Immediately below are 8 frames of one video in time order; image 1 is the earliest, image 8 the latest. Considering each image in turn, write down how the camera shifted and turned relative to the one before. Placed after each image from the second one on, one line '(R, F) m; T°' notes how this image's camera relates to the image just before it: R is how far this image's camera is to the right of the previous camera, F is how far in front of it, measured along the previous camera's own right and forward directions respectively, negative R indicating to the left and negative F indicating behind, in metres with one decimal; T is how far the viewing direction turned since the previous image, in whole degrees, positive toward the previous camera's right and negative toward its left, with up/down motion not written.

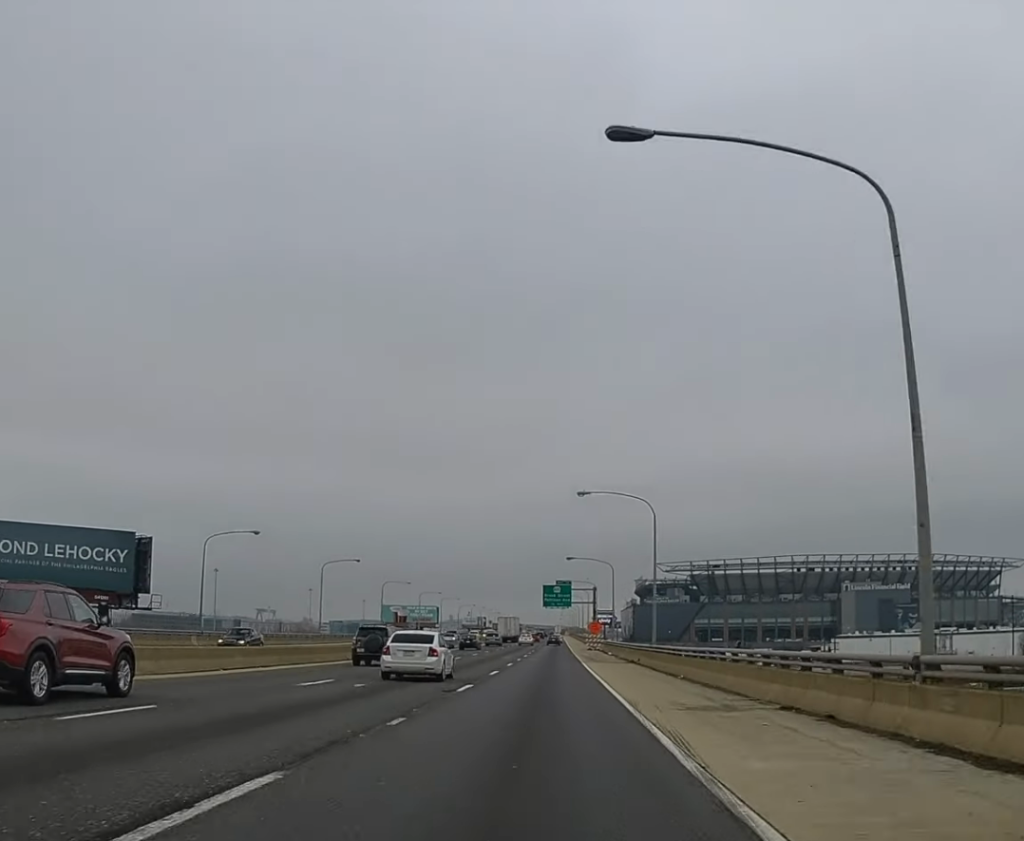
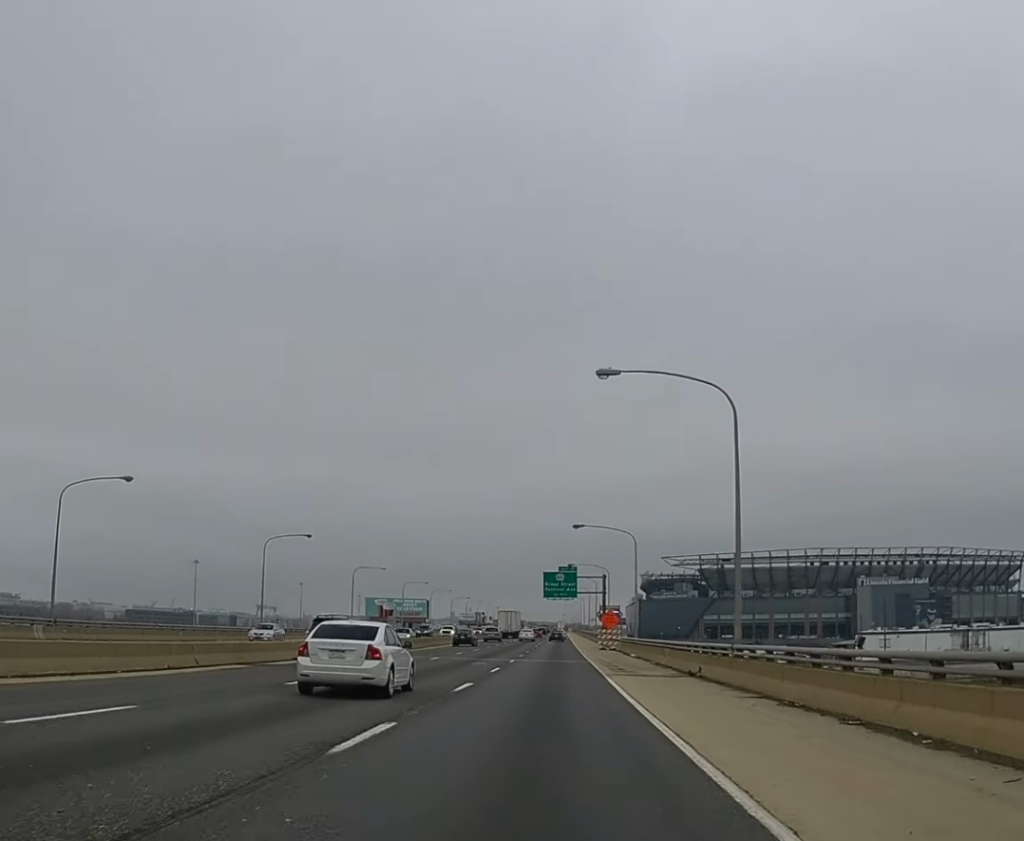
(-0.1, +26.3) m; 0°
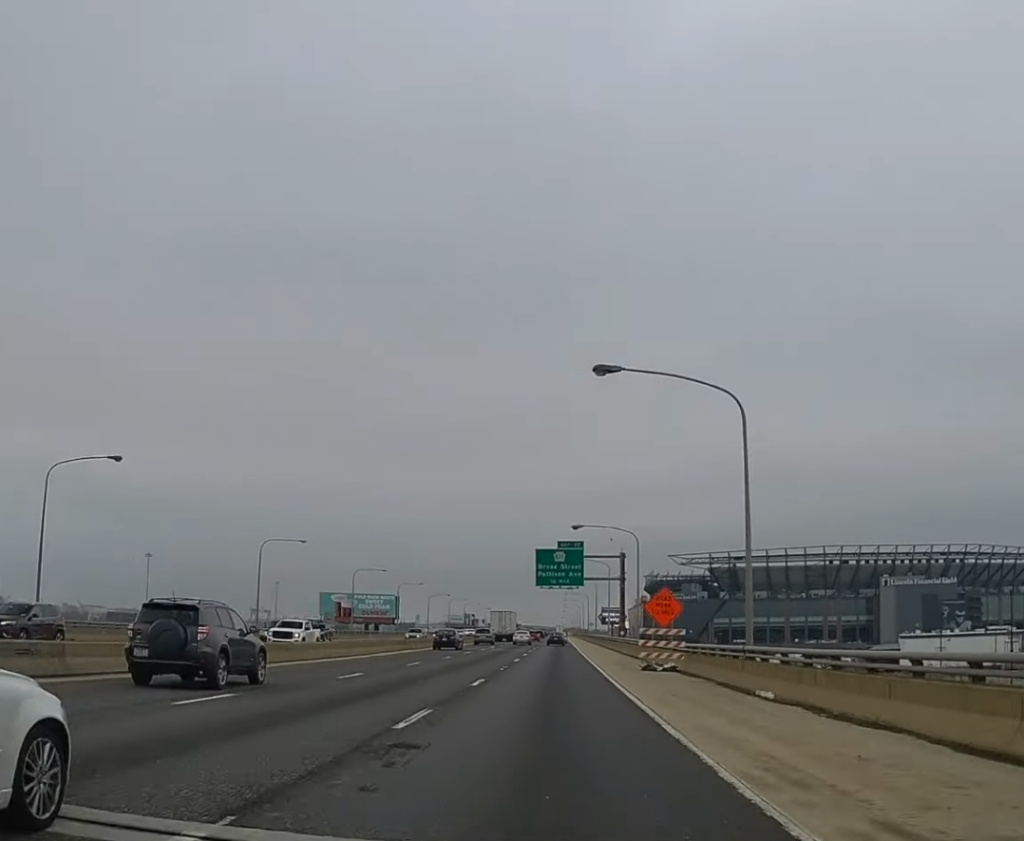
(-0.1, +44.8) m; 0°
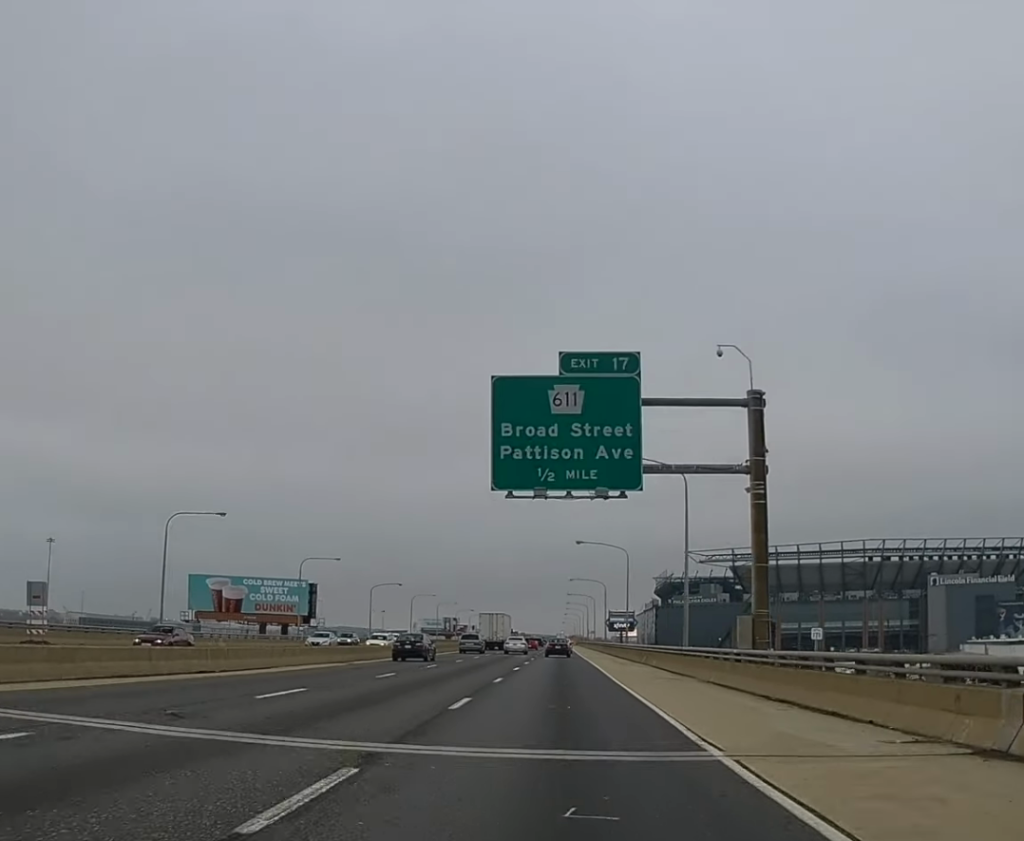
(-0.1, +71.0) m; 0°
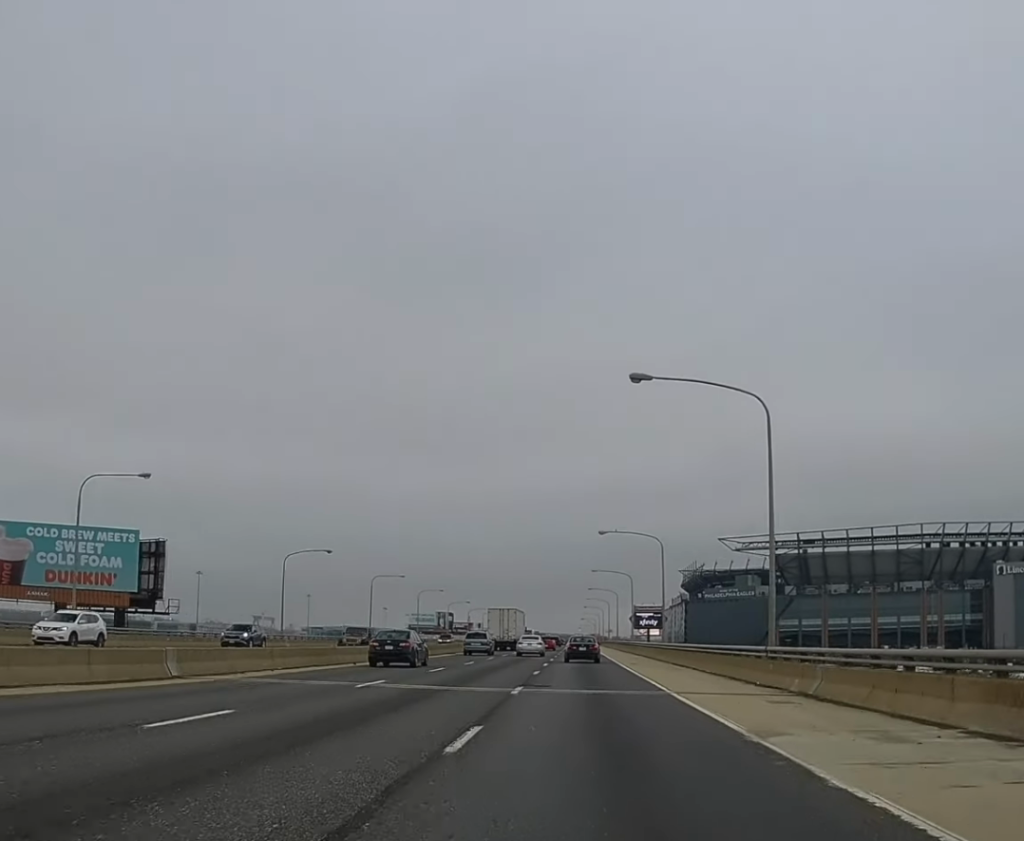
(-0.3, +59.3) m; -1°
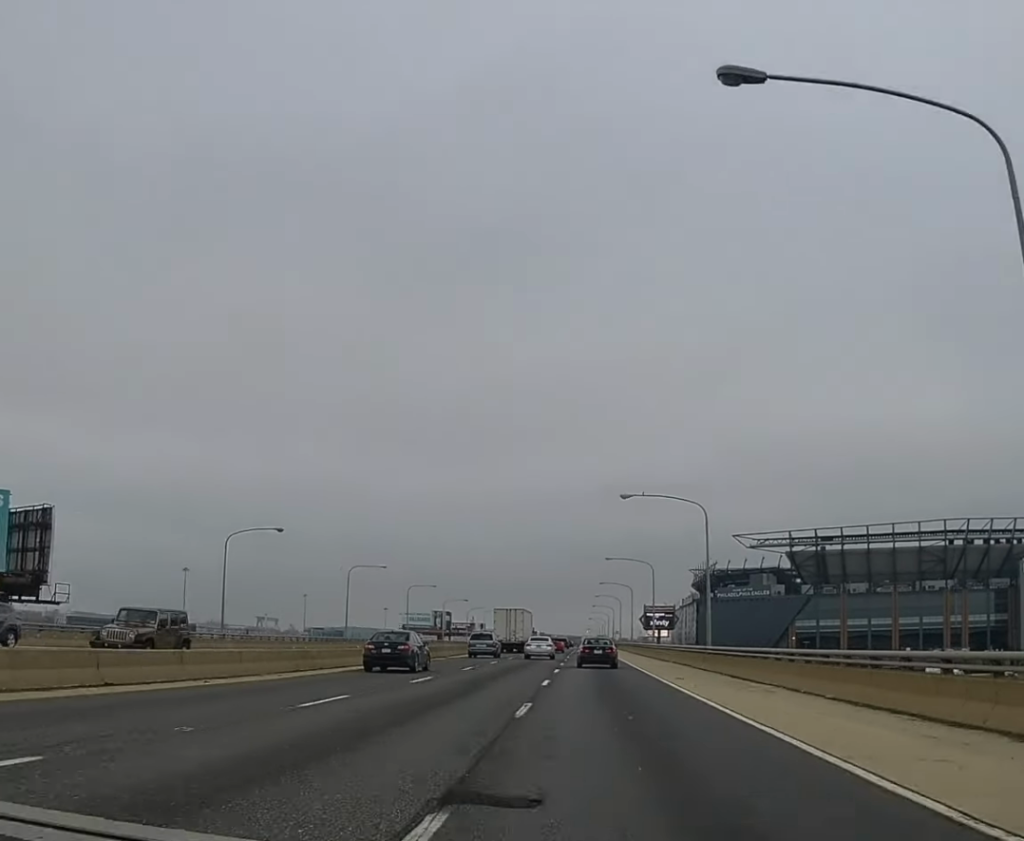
(-0.1, +19.8) m; 0°
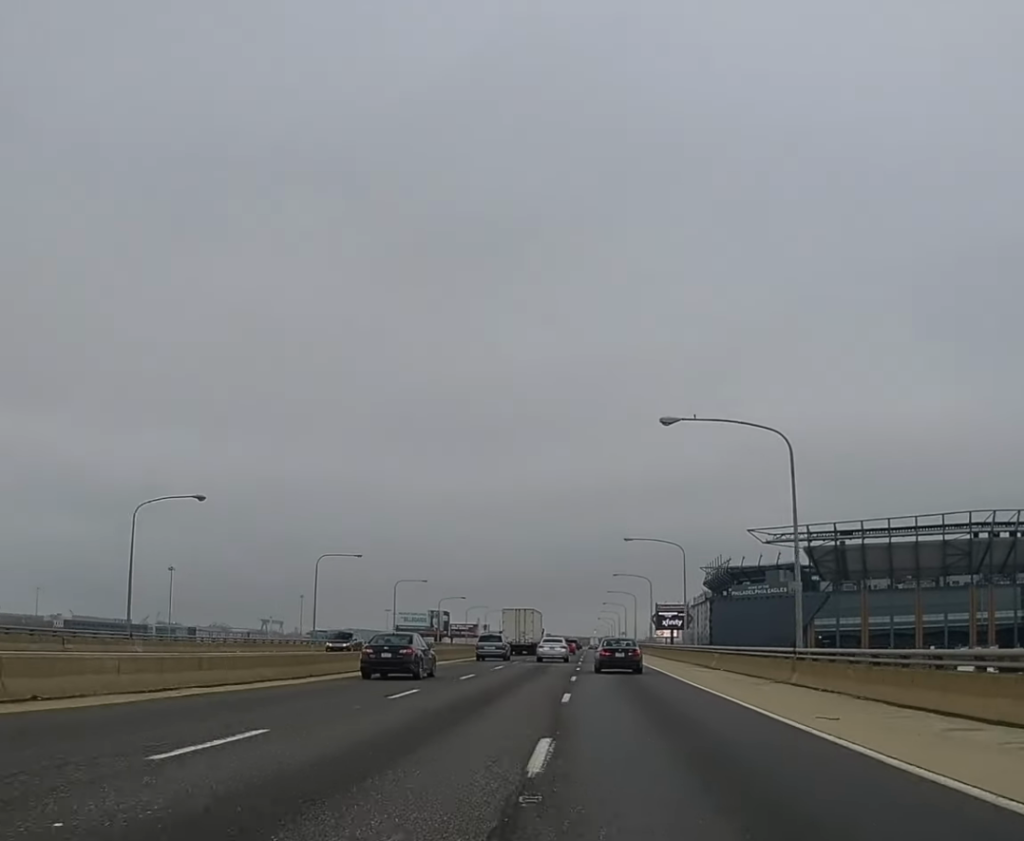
(-0.1, +19.8) m; 0°
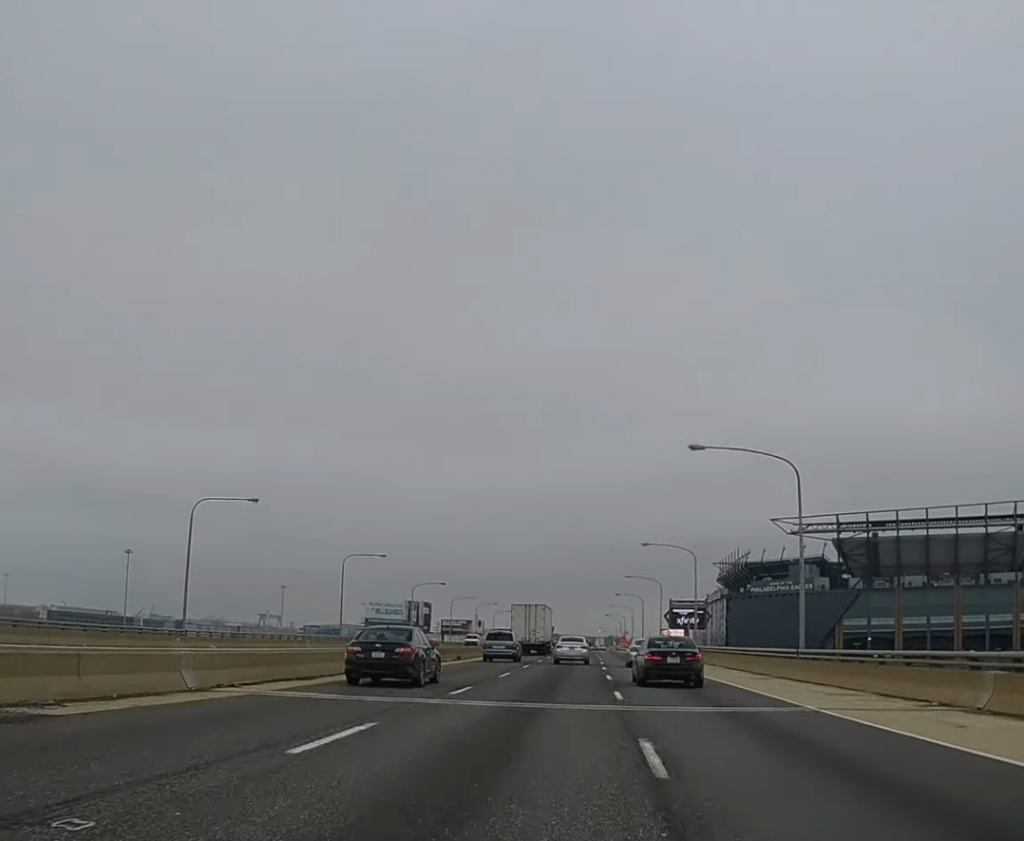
(+0.2, +36.9) m; 0°
